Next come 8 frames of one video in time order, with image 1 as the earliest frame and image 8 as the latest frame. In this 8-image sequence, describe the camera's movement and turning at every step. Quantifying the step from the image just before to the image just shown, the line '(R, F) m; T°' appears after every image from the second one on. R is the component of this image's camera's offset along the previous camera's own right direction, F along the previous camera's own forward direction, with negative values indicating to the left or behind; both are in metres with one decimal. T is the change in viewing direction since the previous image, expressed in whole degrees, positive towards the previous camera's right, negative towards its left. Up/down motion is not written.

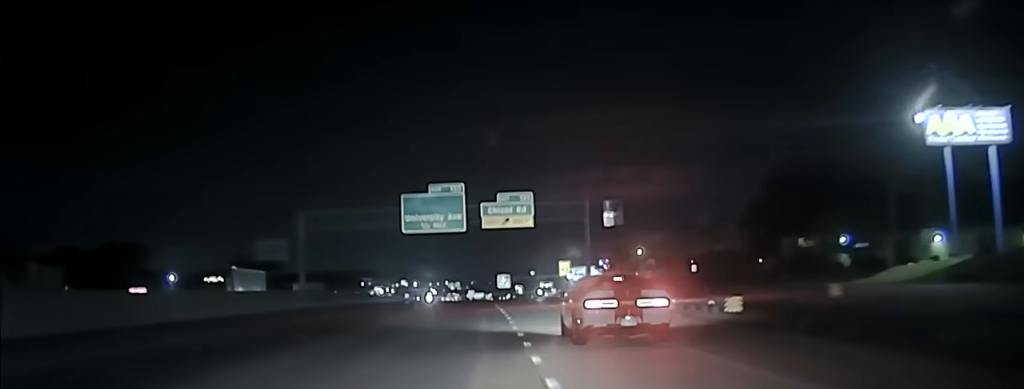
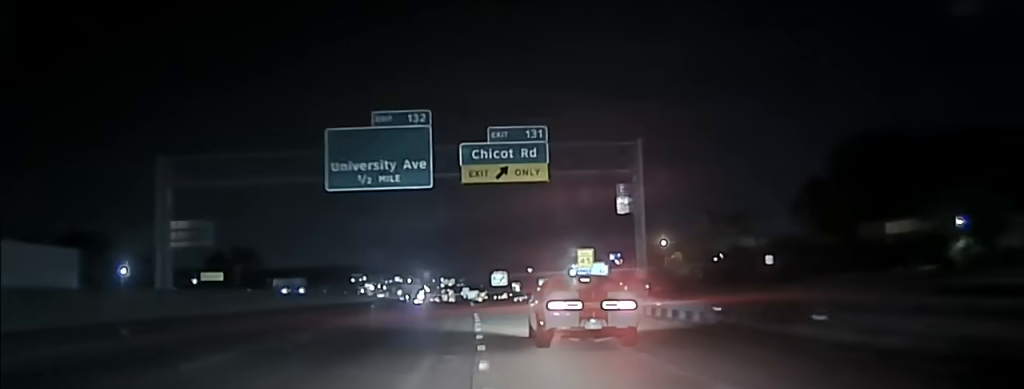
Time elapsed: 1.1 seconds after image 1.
(-0.6, +27.6) m; 0°
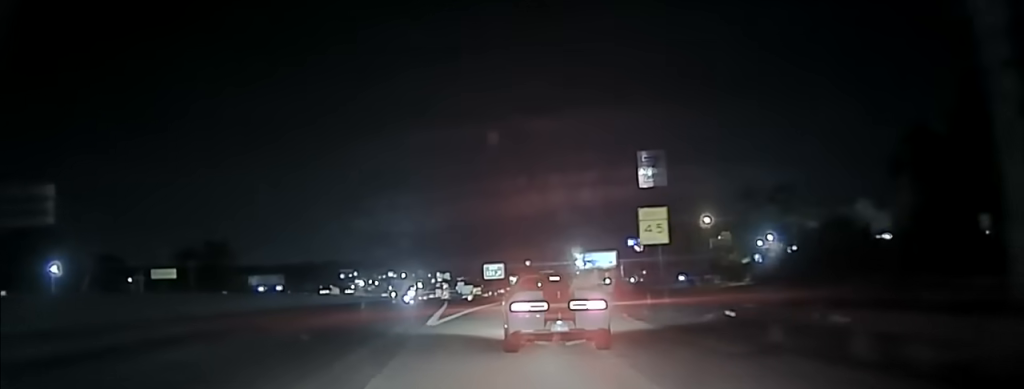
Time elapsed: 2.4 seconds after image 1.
(+0.8, +34.6) m; +2°
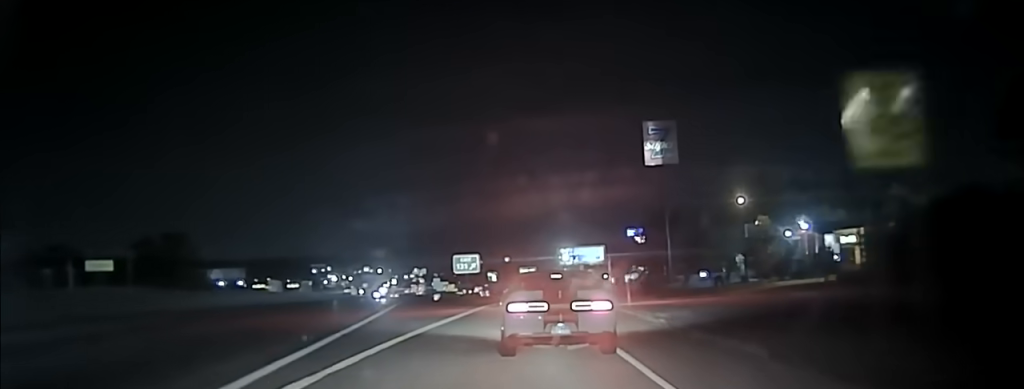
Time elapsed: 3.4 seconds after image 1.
(+0.1, +27.6) m; +1°
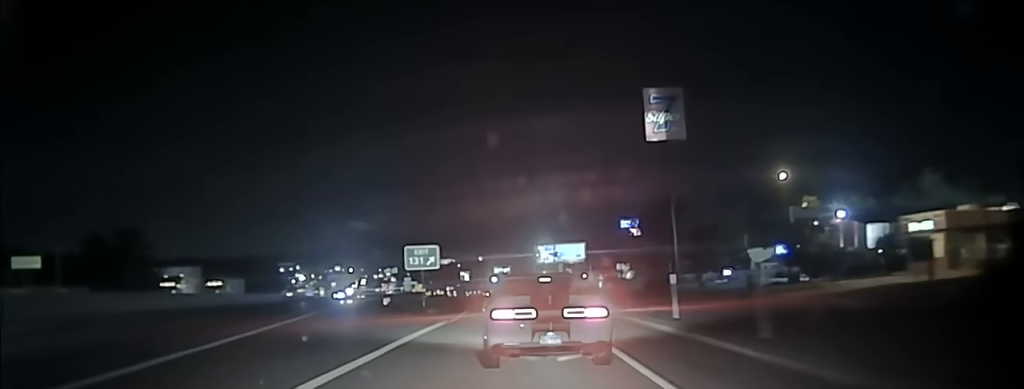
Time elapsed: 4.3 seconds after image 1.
(+0.2, +22.2) m; +1°
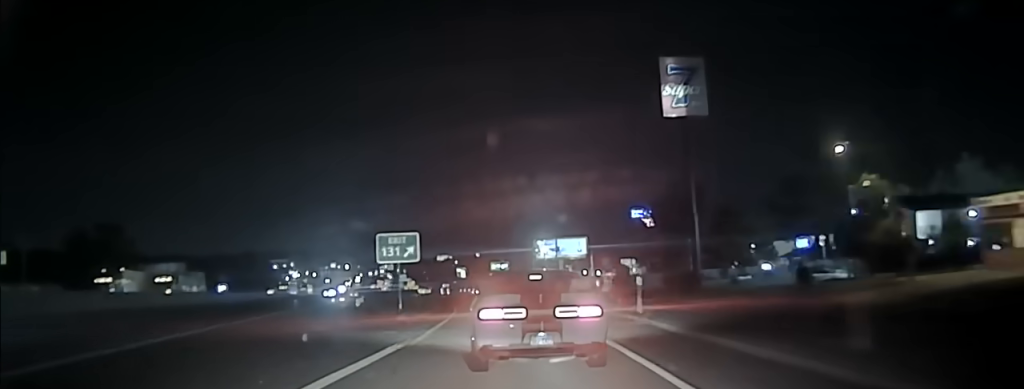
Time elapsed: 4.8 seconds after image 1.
(+0.3, +12.5) m; 0°
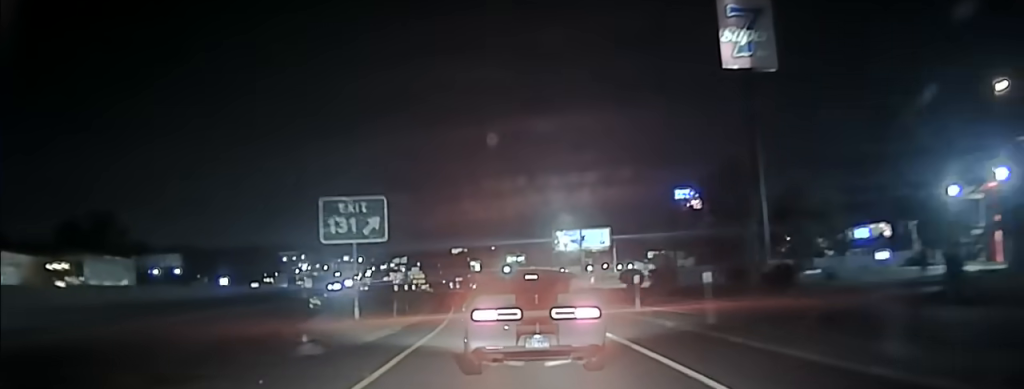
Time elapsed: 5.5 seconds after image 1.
(-0.1, +17.1) m; -1°
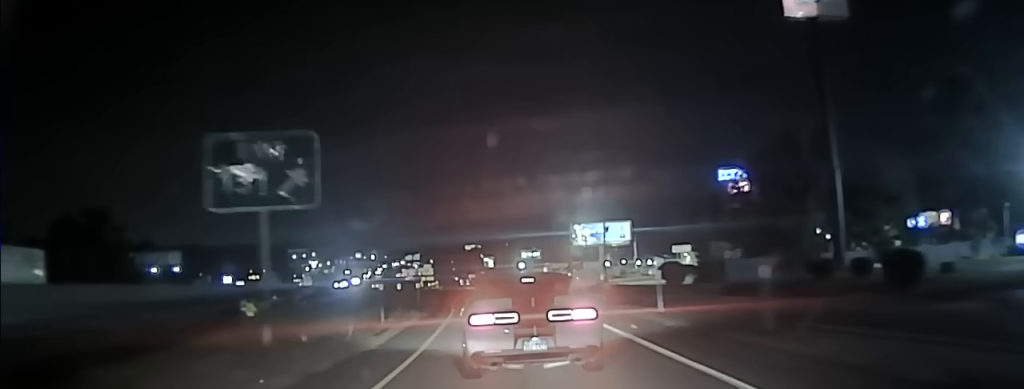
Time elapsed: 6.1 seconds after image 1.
(-0.1, +13.2) m; -2°
